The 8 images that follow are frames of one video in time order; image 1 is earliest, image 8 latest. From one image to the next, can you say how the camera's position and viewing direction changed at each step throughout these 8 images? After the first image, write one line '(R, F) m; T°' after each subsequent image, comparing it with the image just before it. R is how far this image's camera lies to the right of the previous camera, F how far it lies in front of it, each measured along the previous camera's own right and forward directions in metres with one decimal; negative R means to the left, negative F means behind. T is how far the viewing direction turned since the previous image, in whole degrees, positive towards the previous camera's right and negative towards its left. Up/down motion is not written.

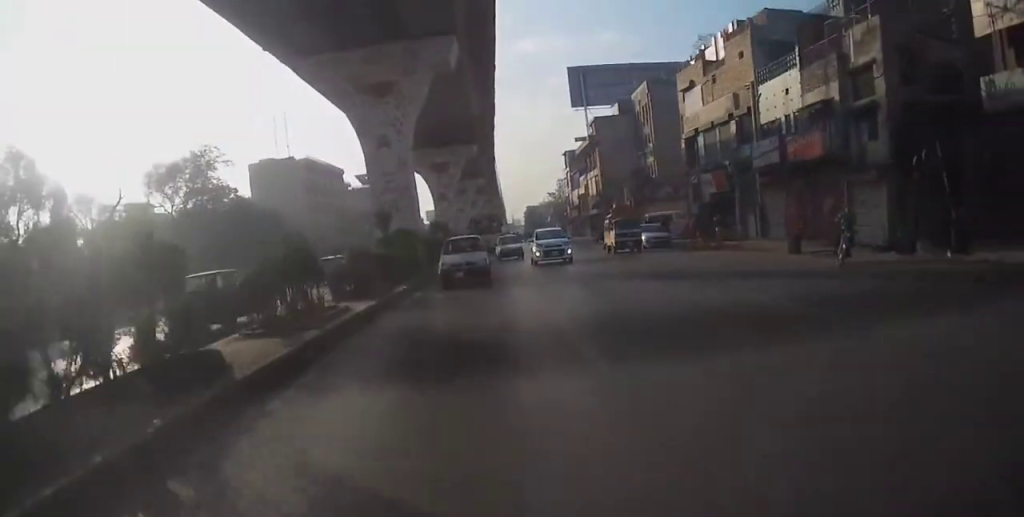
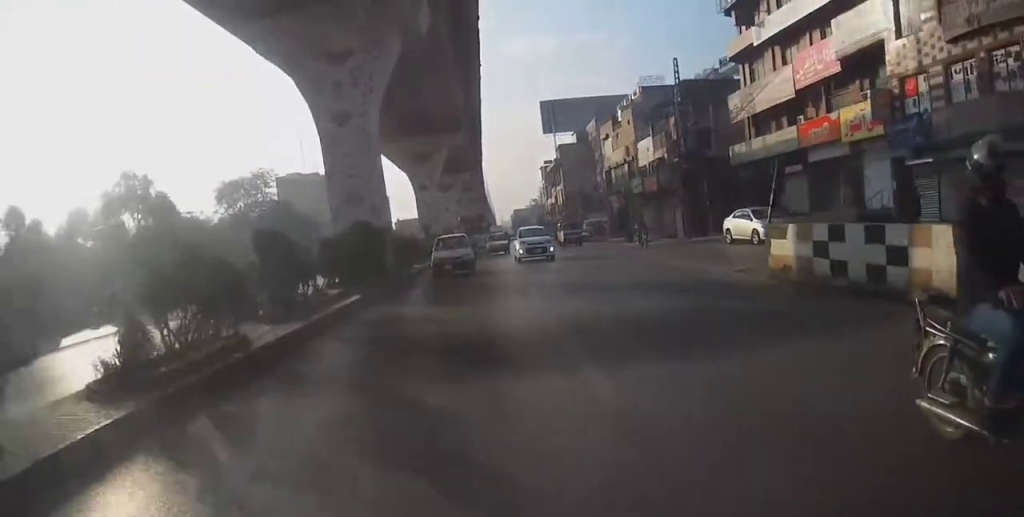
(-0.4, +22.8) m; -2°
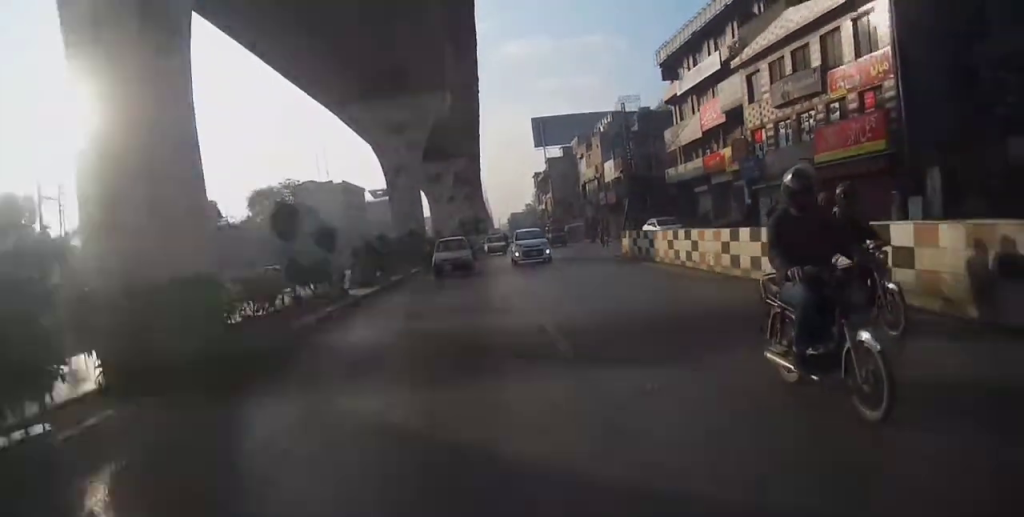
(0.0, +13.9) m; +1°
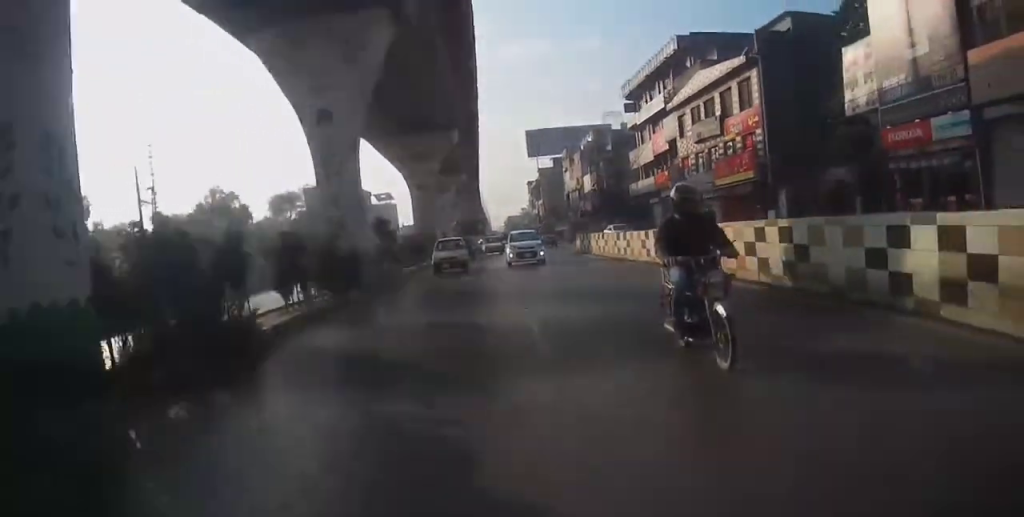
(+0.1, +12.4) m; +2°
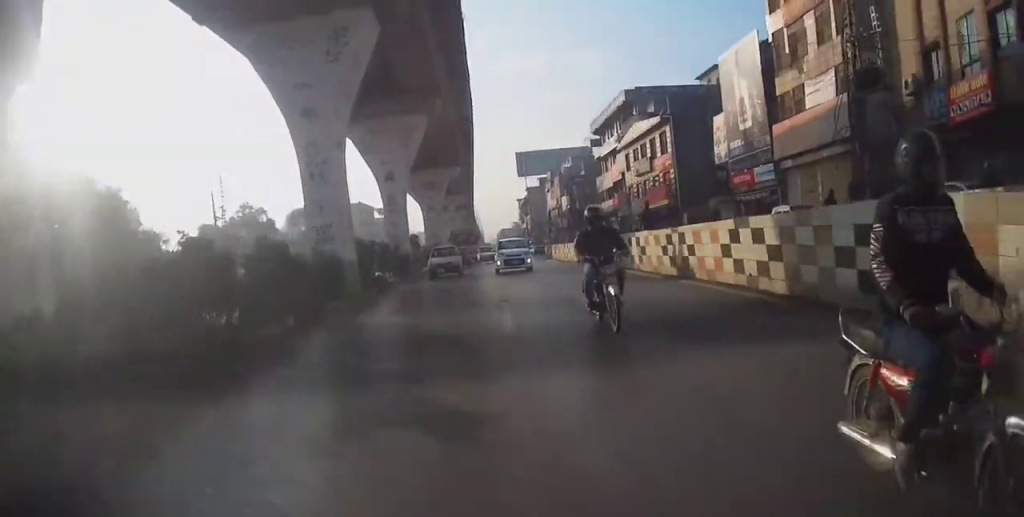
(+0.3, +14.6) m; 0°
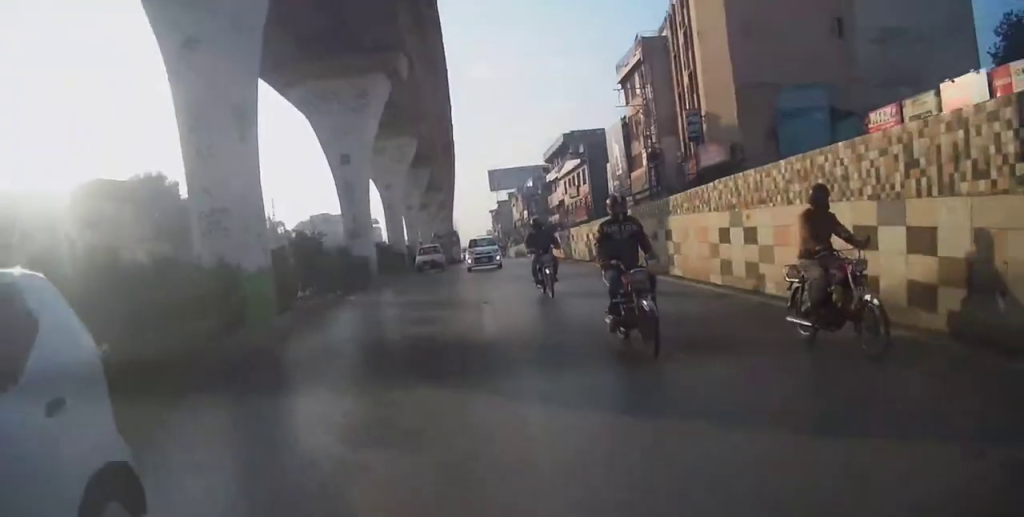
(-0.1, +23.5) m; +3°
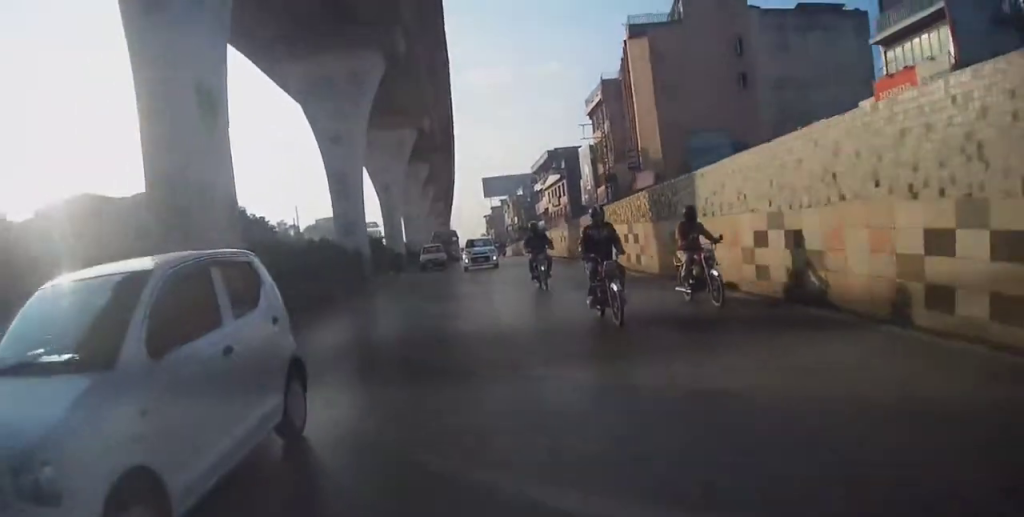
(+0.4, +13.0) m; 0°
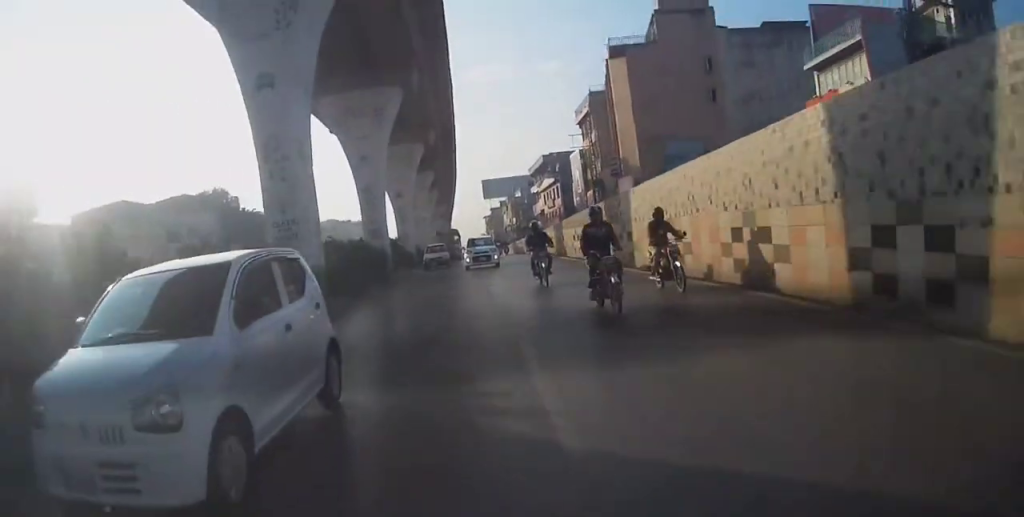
(+0.2, +6.2) m; -1°
